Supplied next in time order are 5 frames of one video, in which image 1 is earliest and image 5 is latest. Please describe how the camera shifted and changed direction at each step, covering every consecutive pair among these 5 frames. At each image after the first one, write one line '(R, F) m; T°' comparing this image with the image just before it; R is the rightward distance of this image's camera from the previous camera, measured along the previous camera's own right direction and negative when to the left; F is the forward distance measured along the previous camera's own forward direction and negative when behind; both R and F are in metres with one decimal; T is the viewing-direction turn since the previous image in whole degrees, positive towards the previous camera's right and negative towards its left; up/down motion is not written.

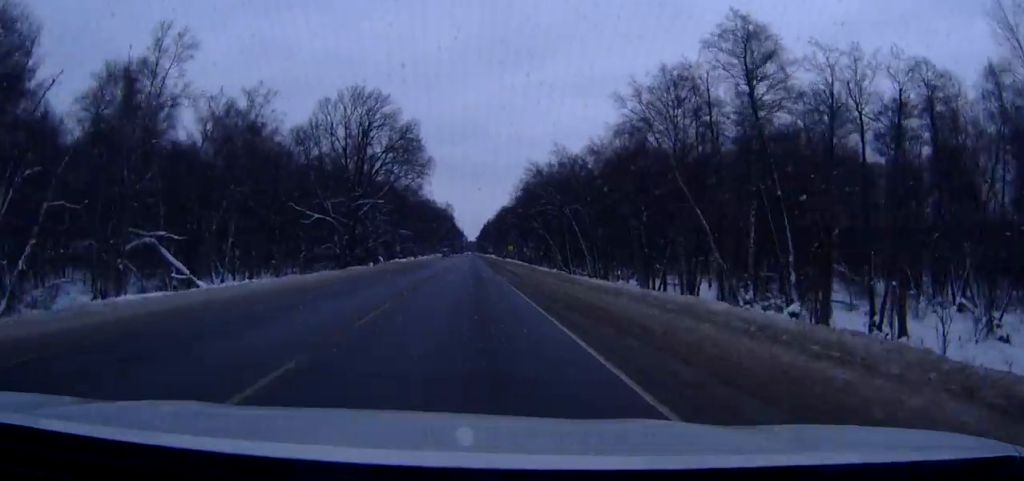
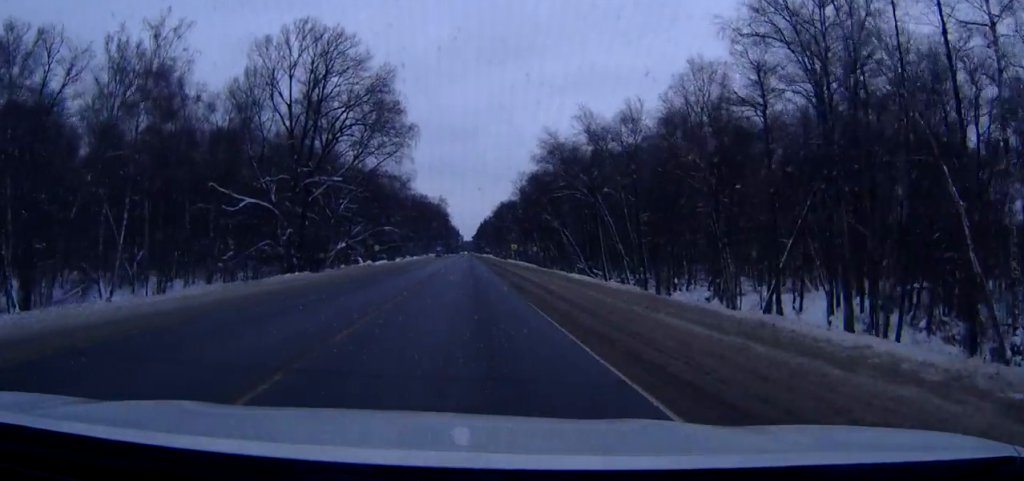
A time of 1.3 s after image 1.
(+0.1, +25.4) m; 0°
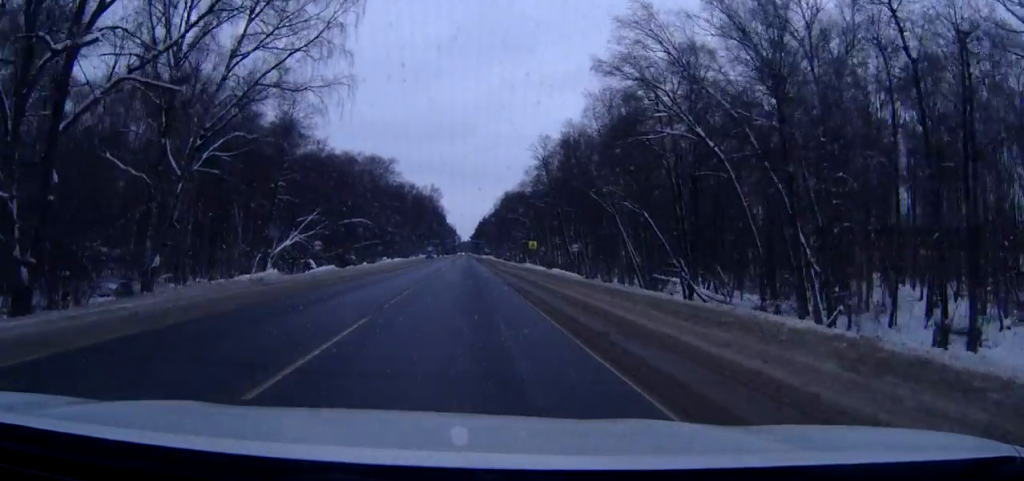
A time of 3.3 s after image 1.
(0.0, +40.3) m; 0°
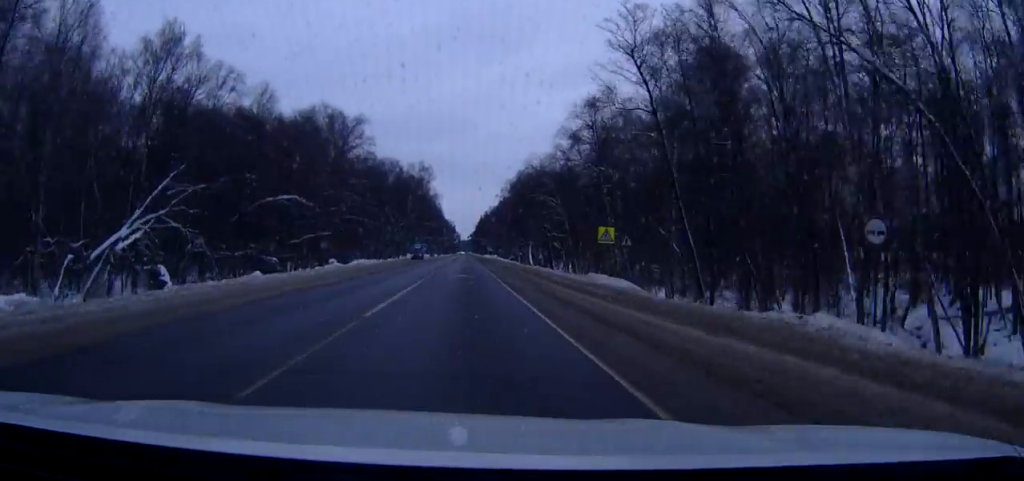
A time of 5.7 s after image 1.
(0.0, +47.9) m; 0°
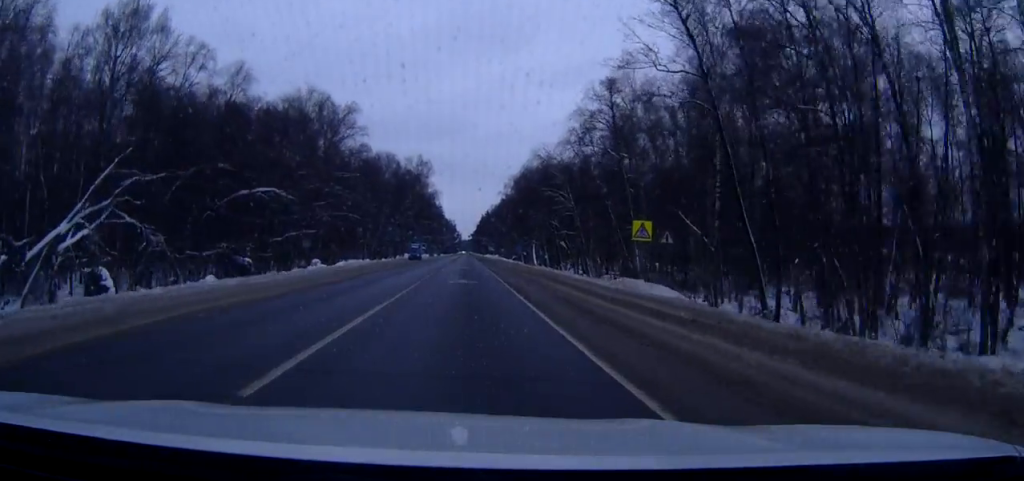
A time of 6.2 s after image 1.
(0.0, +8.7) m; 0°
